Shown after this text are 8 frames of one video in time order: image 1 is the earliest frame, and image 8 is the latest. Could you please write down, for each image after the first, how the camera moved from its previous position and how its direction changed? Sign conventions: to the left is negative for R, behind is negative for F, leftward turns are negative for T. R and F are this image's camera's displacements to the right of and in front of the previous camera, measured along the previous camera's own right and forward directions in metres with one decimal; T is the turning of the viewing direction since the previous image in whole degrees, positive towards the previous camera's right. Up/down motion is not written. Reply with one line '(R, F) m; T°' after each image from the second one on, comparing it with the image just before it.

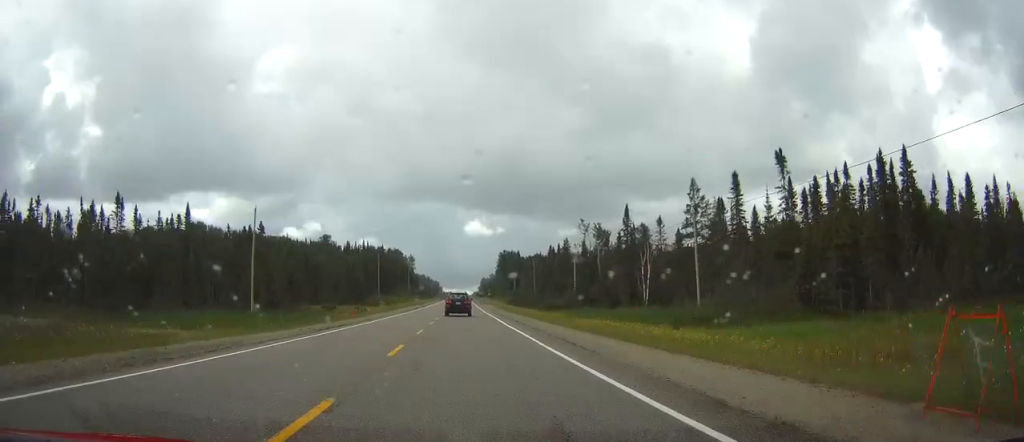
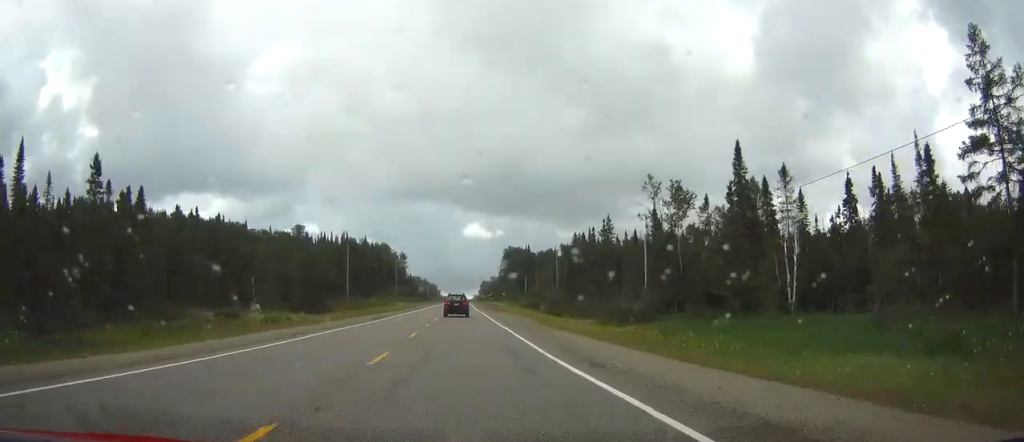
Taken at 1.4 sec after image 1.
(+0.1, +46.4) m; 0°
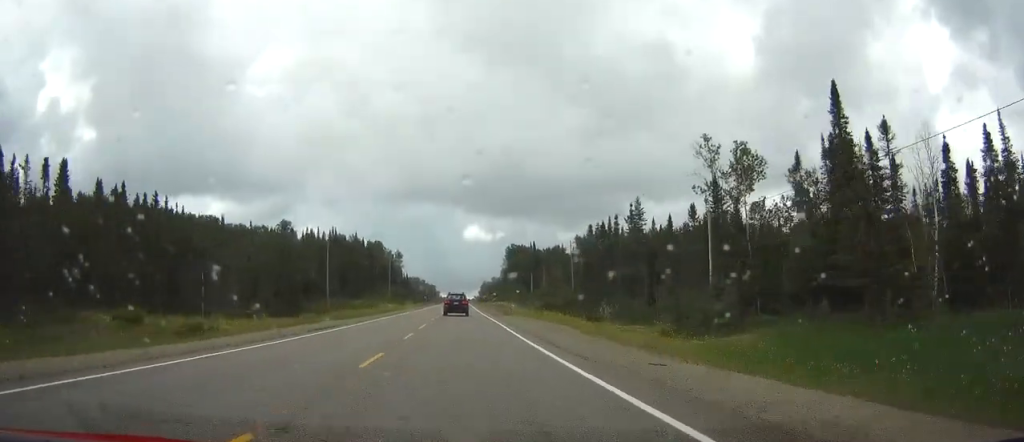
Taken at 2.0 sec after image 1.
(0.0, +19.4) m; 0°
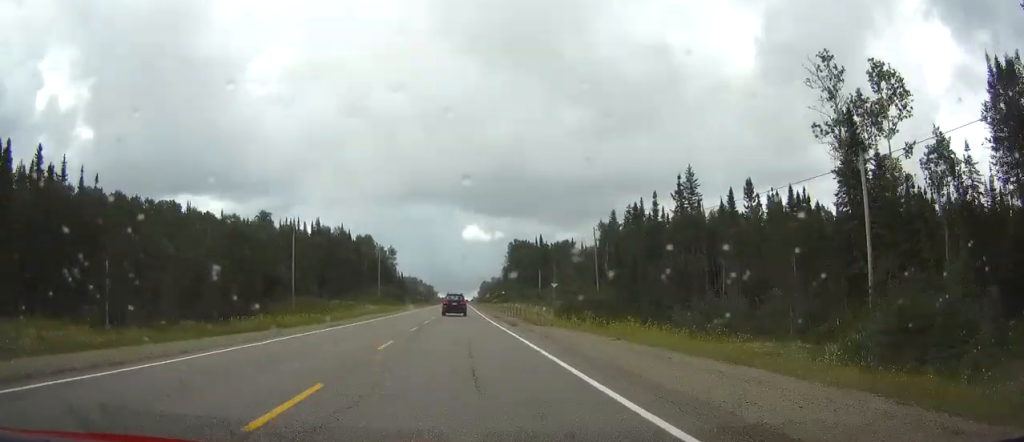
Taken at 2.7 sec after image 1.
(0.0, +22.5) m; 0°
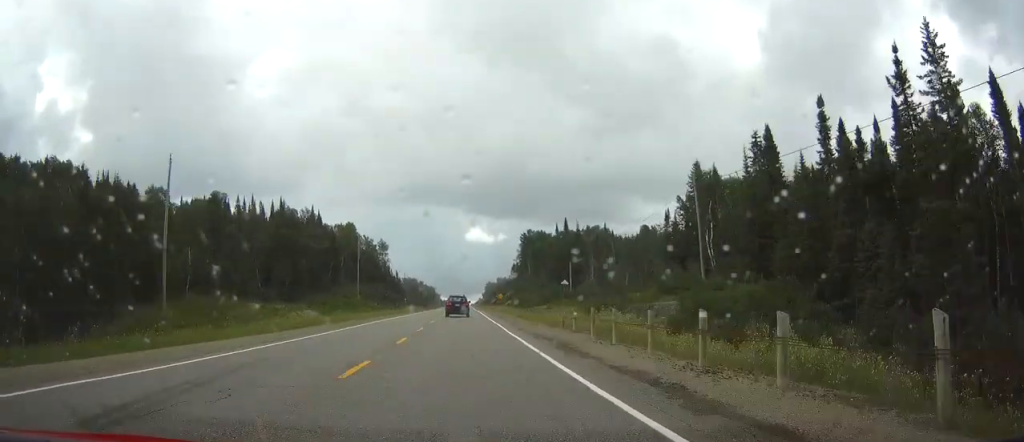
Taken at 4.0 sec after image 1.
(-0.1, +41.8) m; 0°
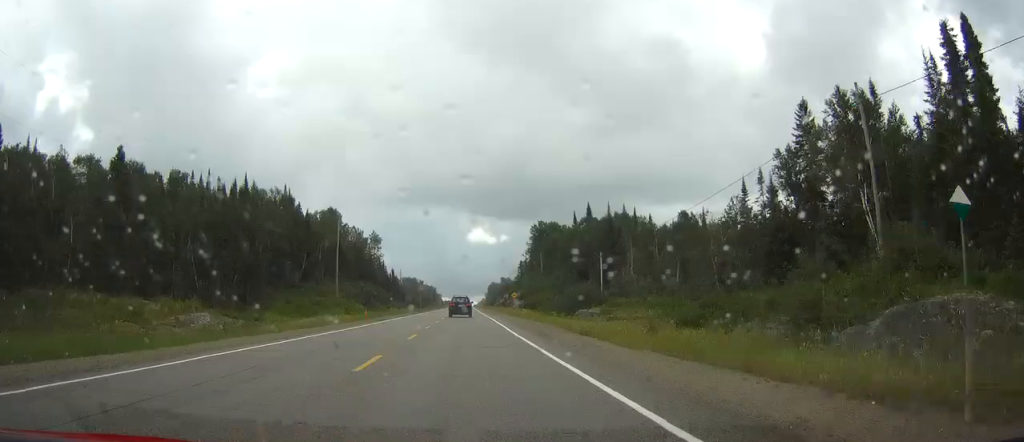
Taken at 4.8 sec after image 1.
(0.0, +25.6) m; 0°
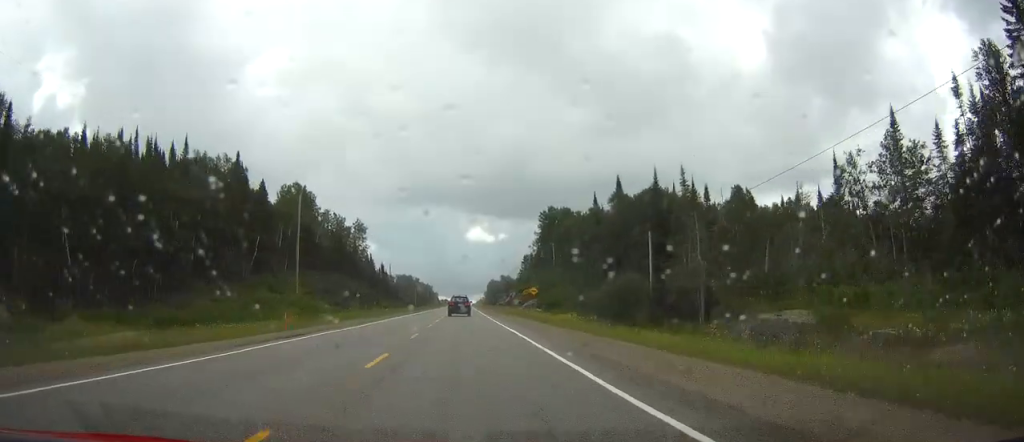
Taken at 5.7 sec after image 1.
(0.0, +26.7) m; 0°
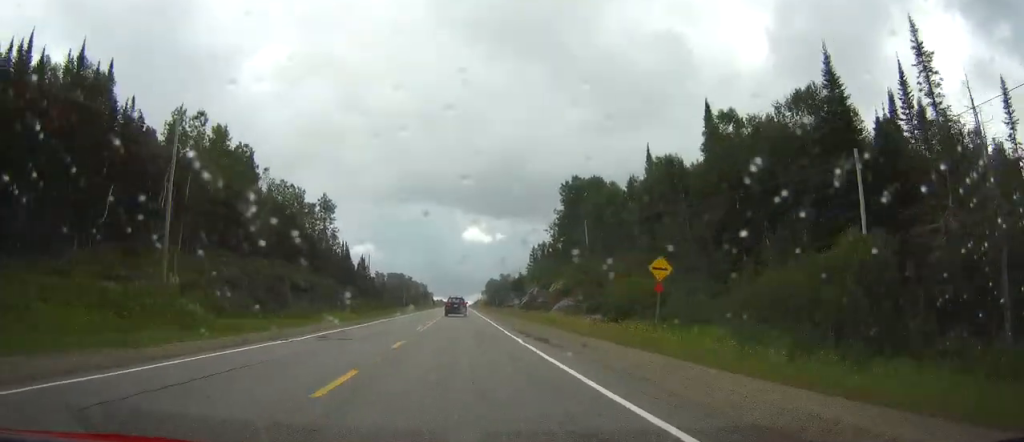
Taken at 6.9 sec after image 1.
(+0.1, +40.4) m; 0°
